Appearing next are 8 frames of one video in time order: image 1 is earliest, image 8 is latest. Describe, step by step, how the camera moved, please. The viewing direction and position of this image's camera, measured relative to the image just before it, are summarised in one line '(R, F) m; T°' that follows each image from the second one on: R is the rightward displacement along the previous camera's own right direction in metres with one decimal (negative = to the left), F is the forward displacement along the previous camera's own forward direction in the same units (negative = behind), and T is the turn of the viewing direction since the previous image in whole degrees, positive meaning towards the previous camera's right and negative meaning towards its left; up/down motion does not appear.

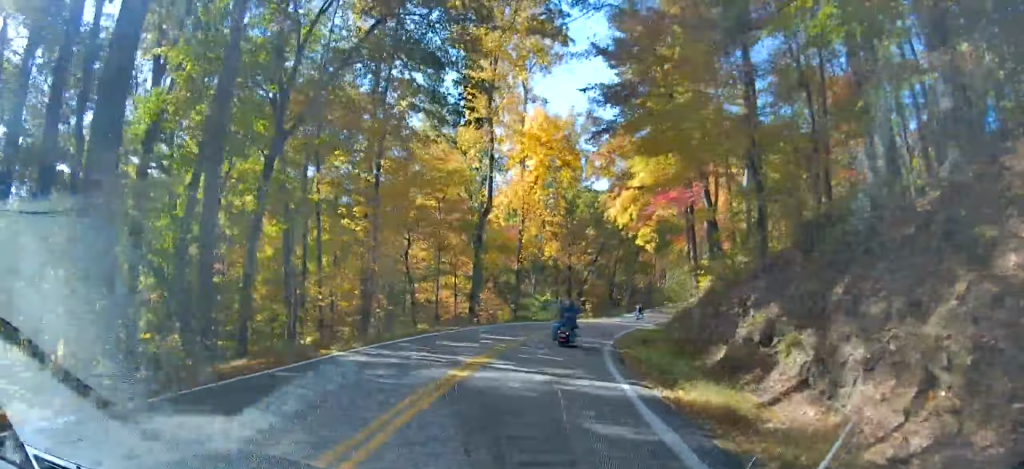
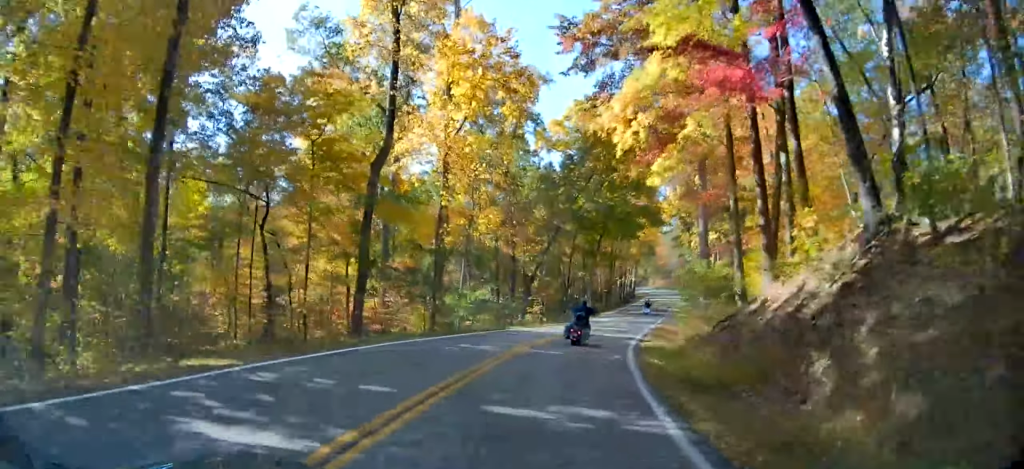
(+1.1, +16.9) m; +6°
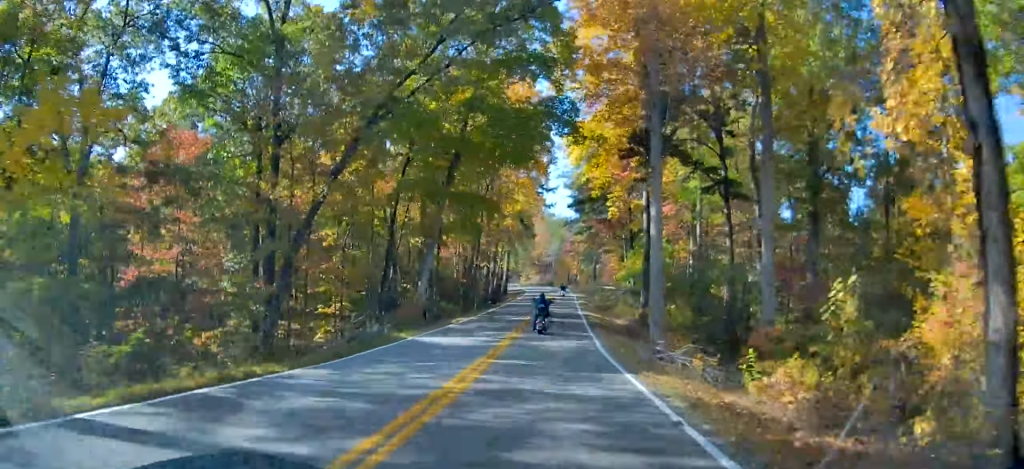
(+3.3, +34.5) m; +7°
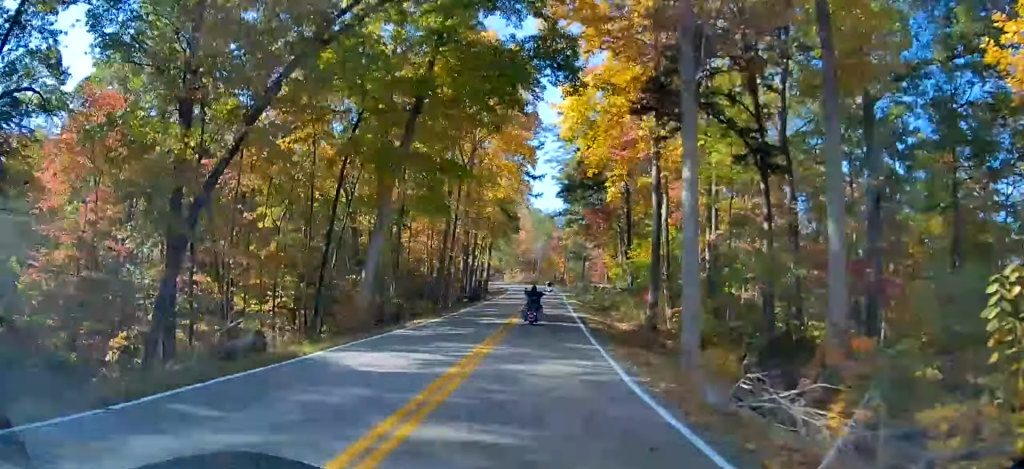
(-0.1, +8.1) m; 0°
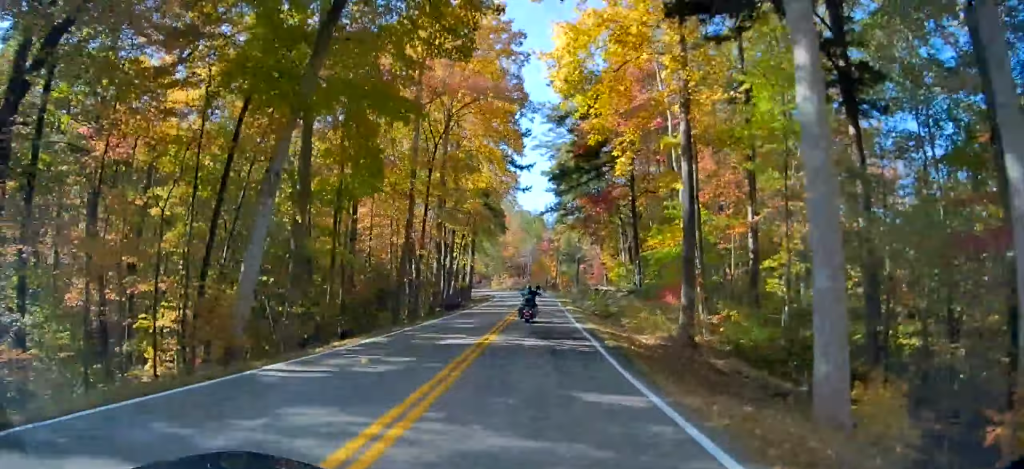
(-0.1, +9.4) m; 0°
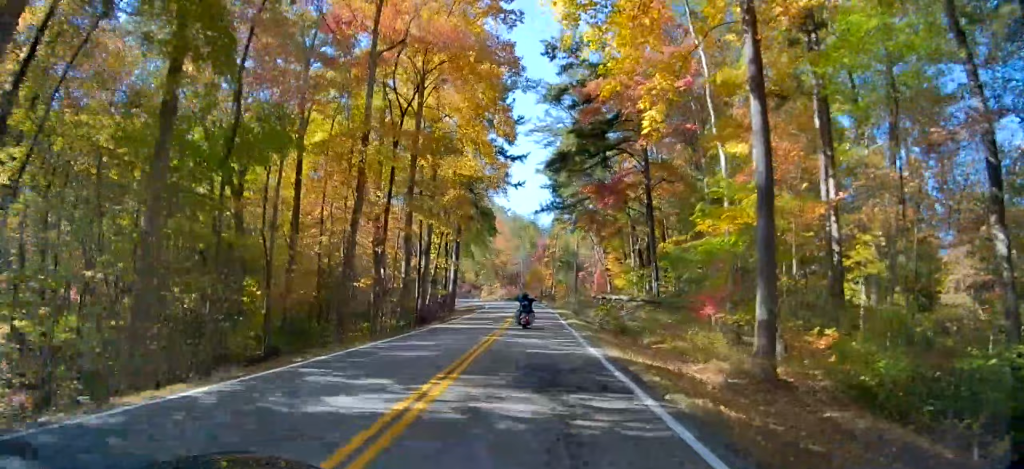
(0.0, +9.1) m; +1°
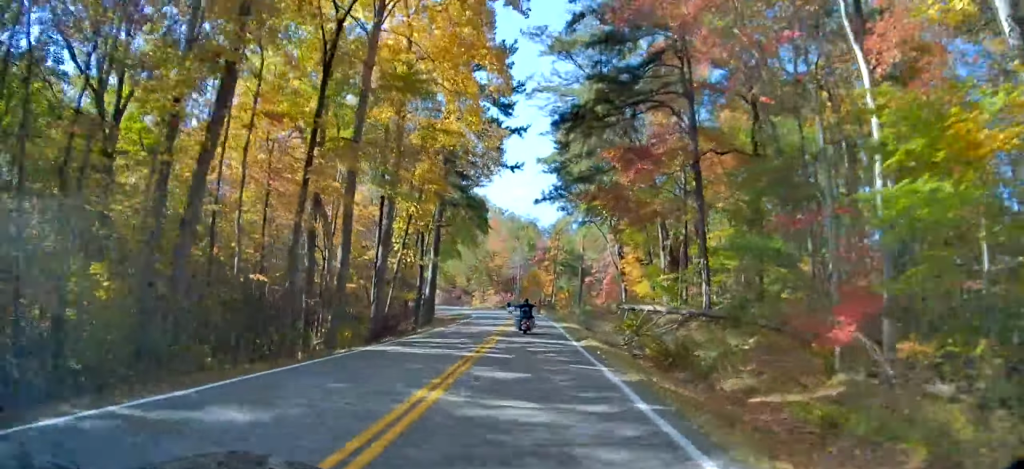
(-0.1, +11.7) m; +1°
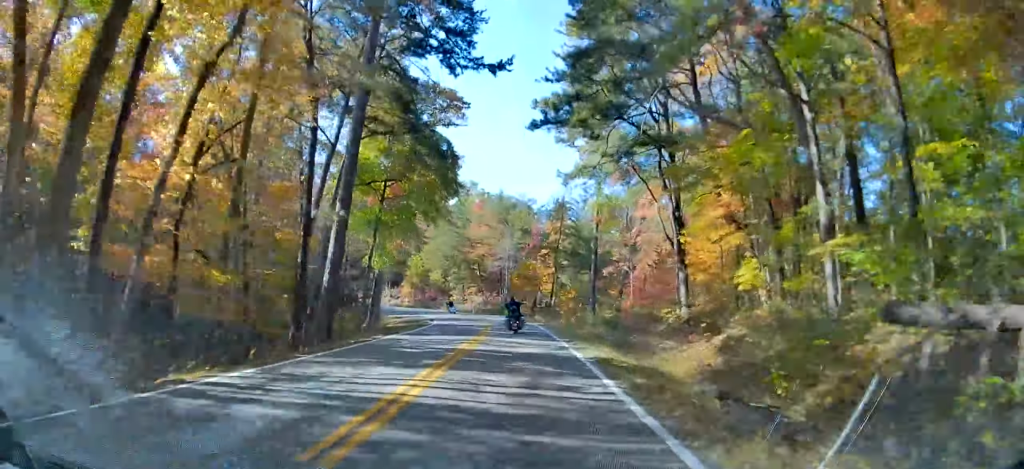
(+0.8, +21.8) m; 0°
